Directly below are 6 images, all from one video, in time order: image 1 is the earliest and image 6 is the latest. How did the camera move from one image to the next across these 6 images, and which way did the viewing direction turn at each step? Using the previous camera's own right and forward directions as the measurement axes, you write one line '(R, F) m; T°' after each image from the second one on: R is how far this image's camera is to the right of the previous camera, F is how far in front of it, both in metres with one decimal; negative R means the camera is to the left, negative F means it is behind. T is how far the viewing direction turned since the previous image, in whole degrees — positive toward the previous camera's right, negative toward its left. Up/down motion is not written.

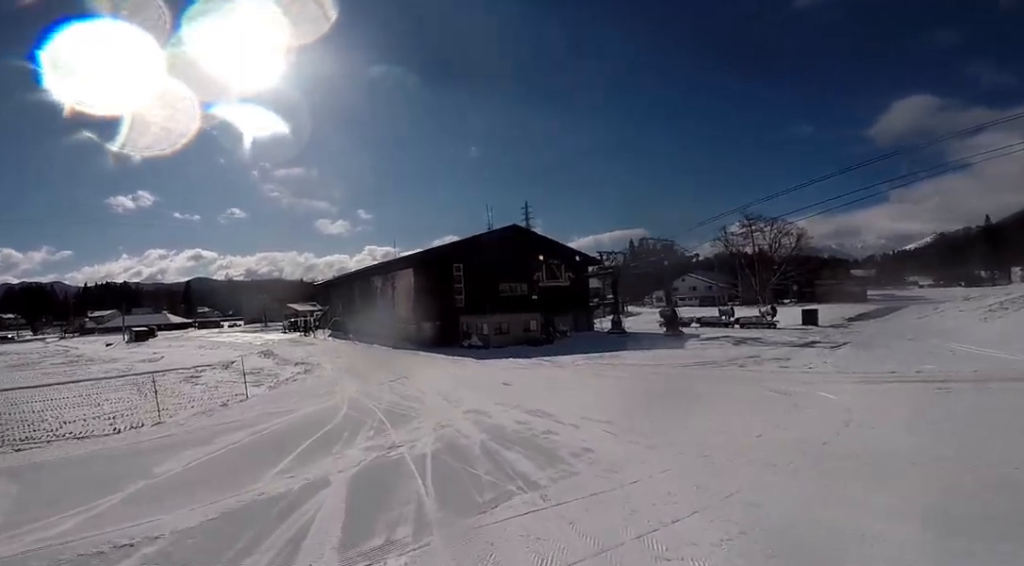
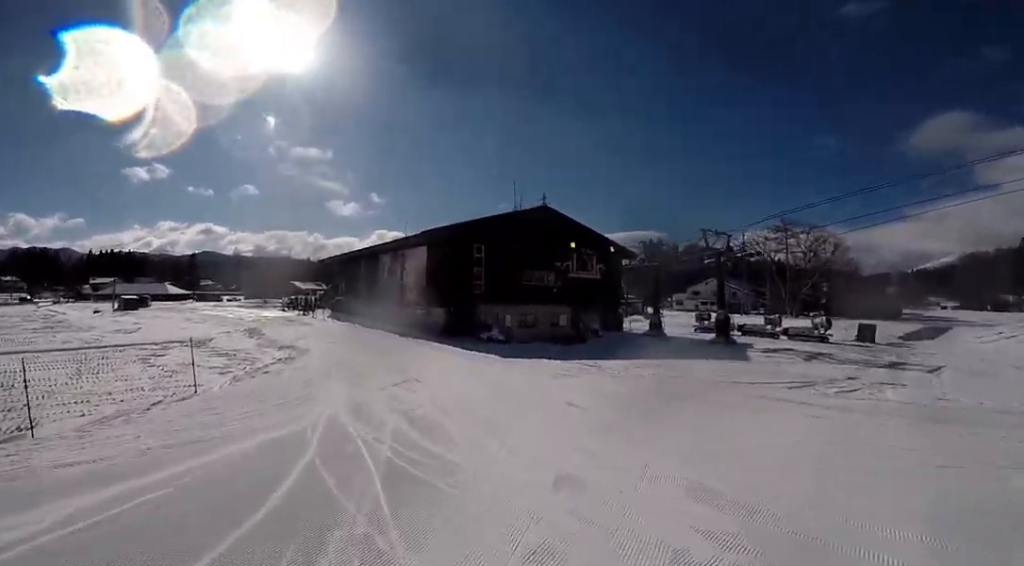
(-0.6, +5.2) m; 0°
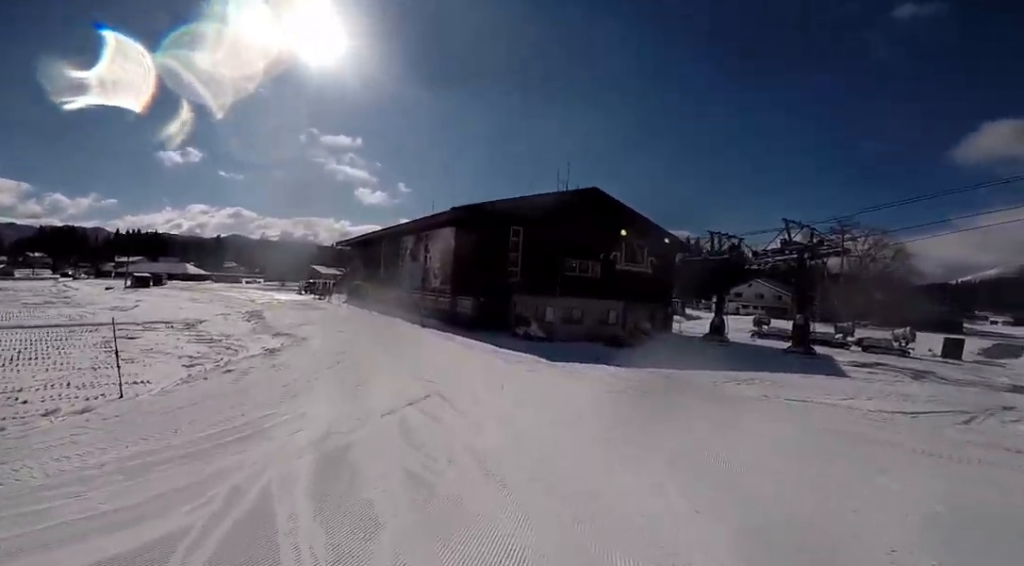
(+0.5, +4.6) m; 0°
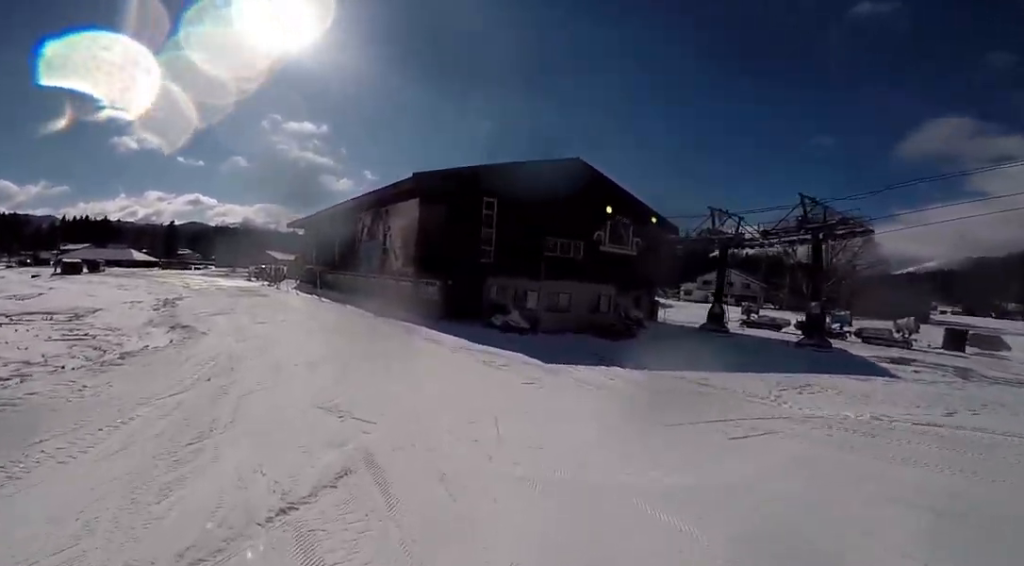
(-0.3, +4.7) m; 0°
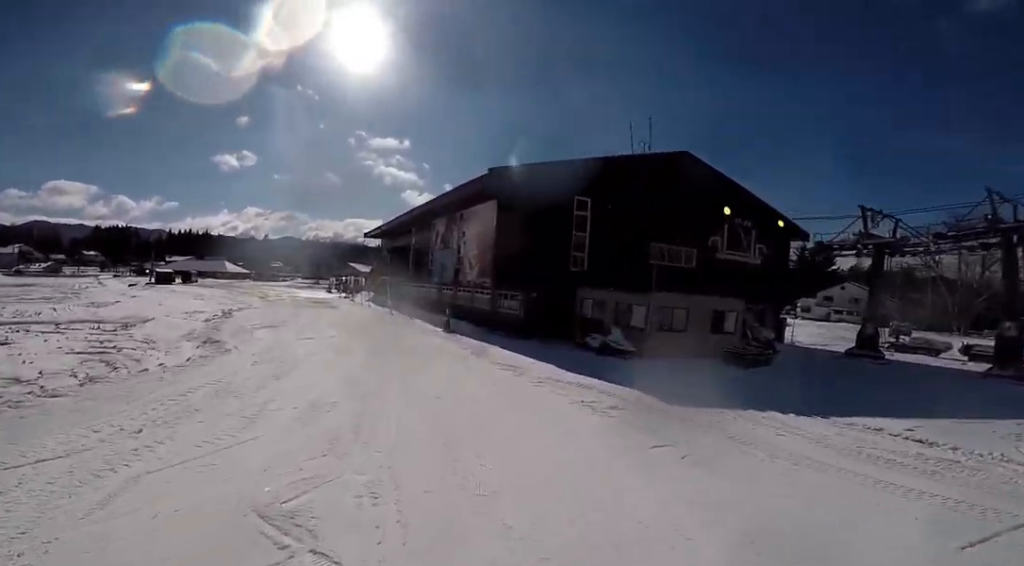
(0.0, +3.0) m; 0°
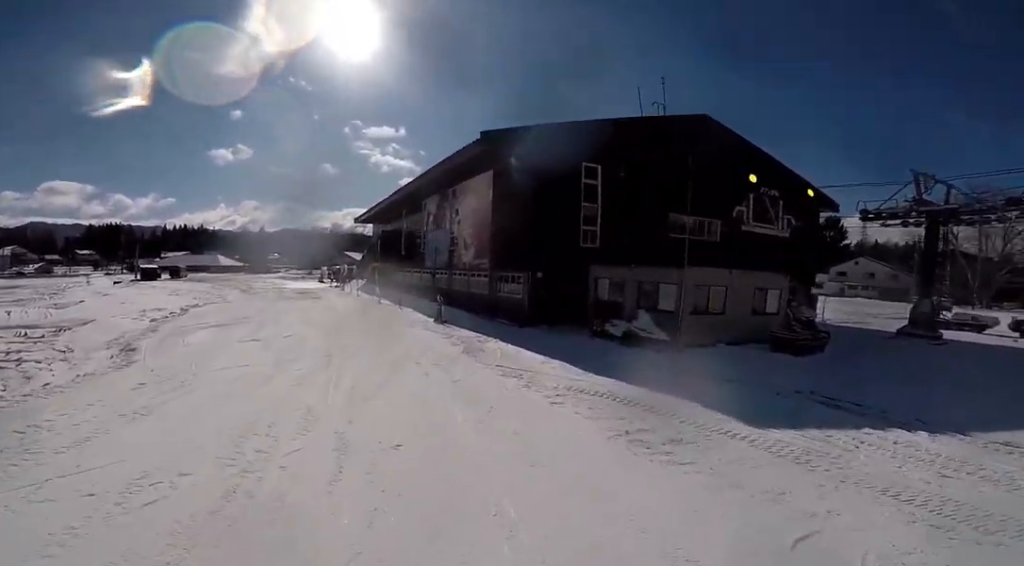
(+0.3, +3.0) m; 0°
